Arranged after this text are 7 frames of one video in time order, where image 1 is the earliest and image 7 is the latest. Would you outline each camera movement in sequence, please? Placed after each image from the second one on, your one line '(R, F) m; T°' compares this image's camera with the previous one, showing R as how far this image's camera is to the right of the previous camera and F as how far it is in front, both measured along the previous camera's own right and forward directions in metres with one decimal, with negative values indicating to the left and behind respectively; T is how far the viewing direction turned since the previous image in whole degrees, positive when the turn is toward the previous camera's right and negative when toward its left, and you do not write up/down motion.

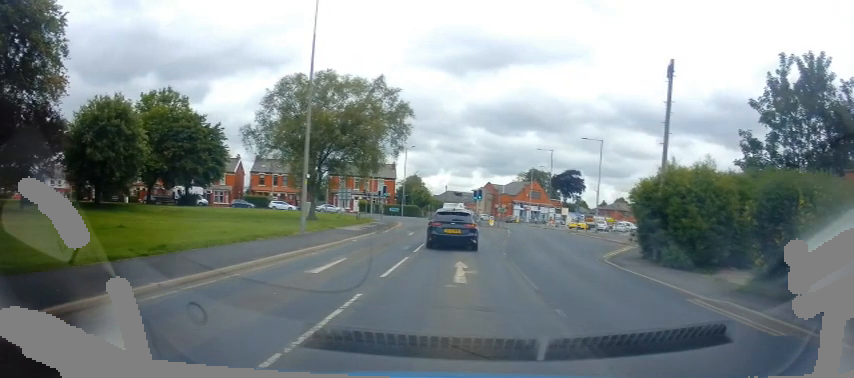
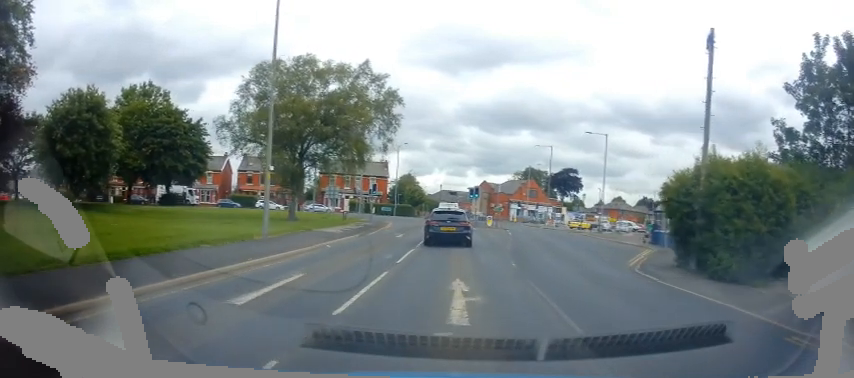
(+0.2, +3.6) m; +1°
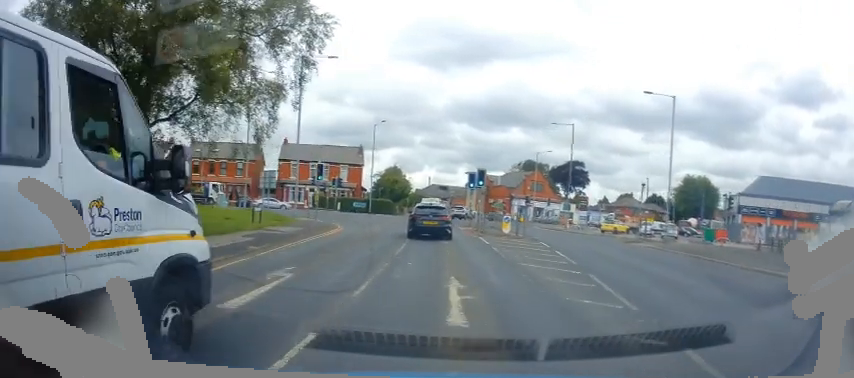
(-0.2, +16.9) m; +1°
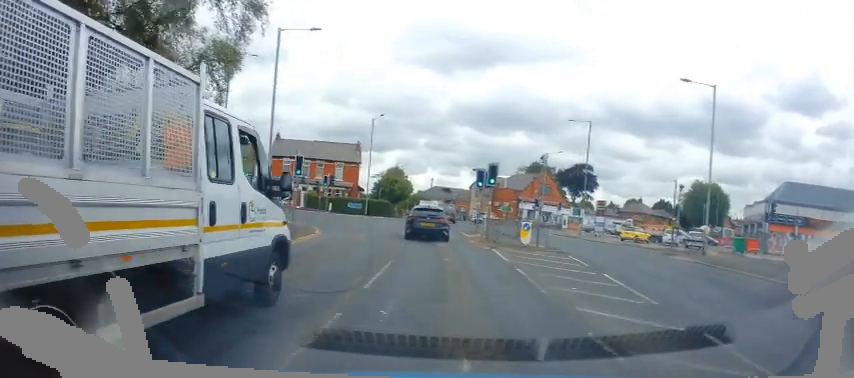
(0.0, +5.1) m; -1°
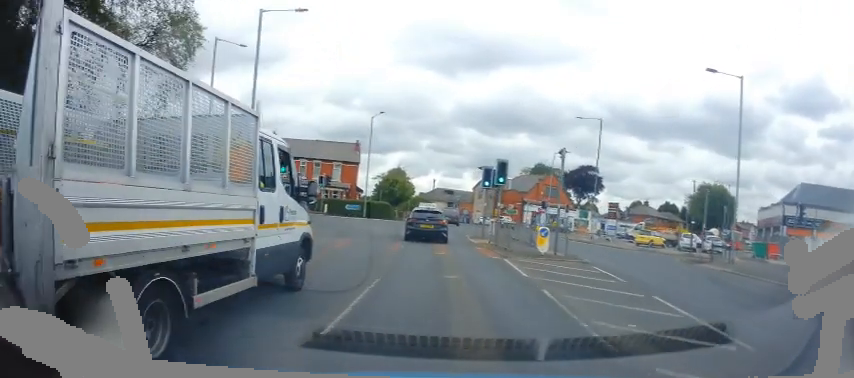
(0.0, +2.8) m; -1°
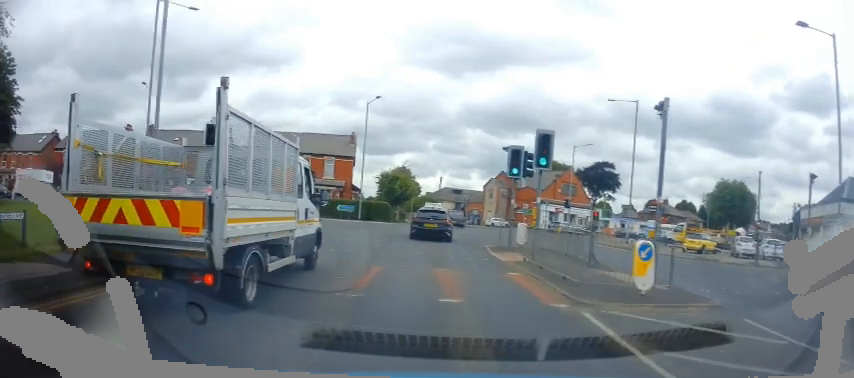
(-0.2, +7.8) m; -2°
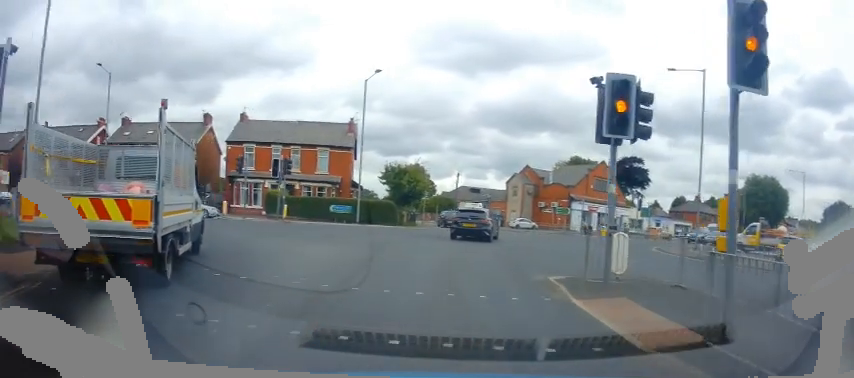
(0.0, +8.9) m; +1°
